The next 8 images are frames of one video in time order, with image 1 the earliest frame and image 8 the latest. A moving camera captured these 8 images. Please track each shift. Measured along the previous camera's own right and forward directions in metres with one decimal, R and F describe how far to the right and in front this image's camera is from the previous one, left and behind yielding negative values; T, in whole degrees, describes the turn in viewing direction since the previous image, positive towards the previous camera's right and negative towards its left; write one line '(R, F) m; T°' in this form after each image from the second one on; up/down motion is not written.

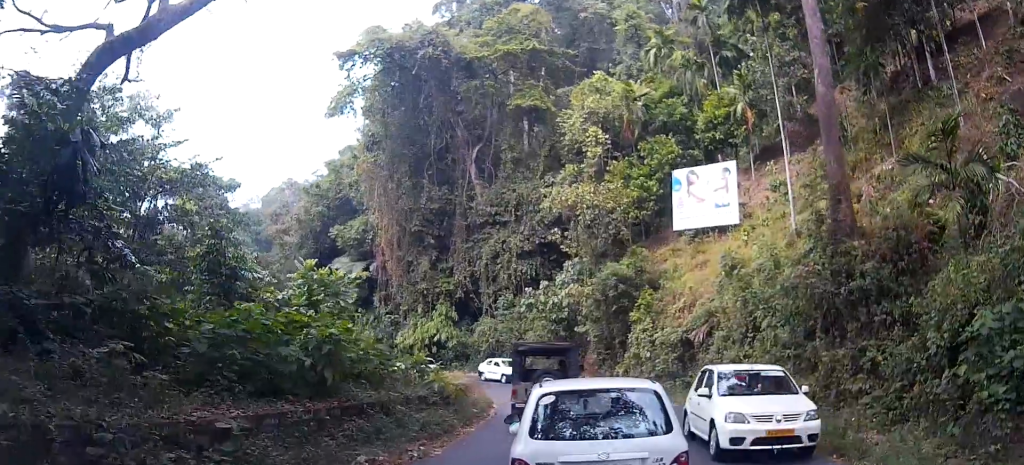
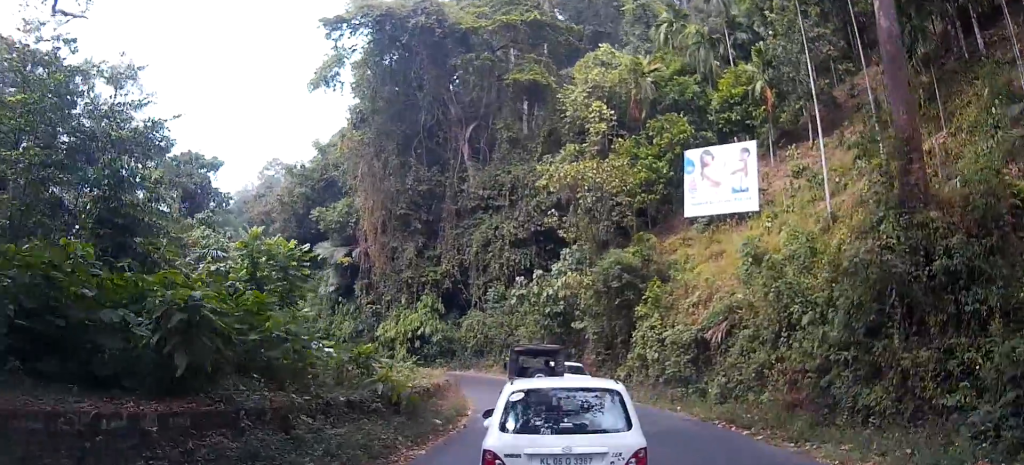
(+0.3, +4.7) m; -4°
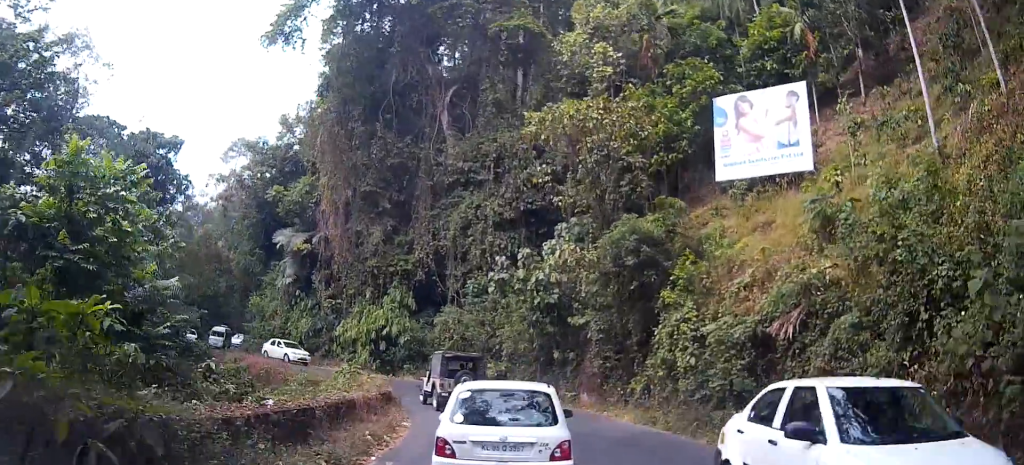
(-1.3, +7.5) m; -15°
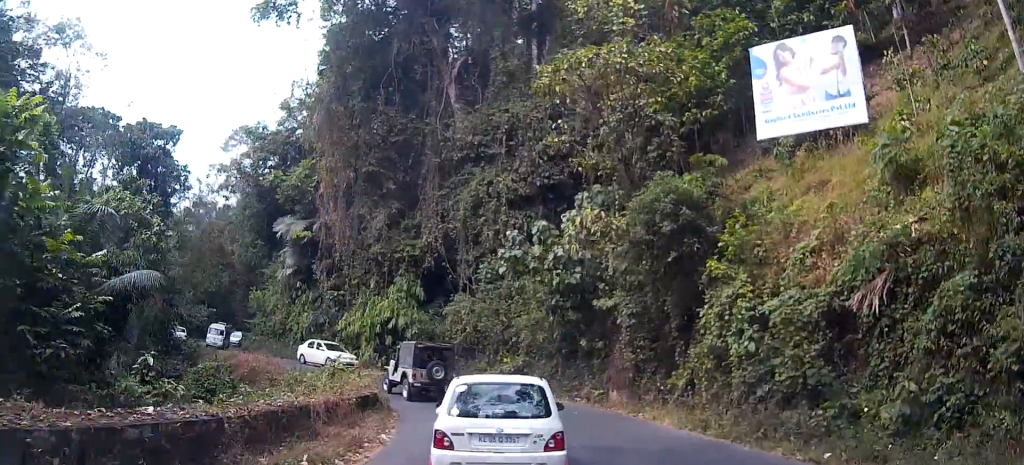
(-0.2, +3.1) m; -6°
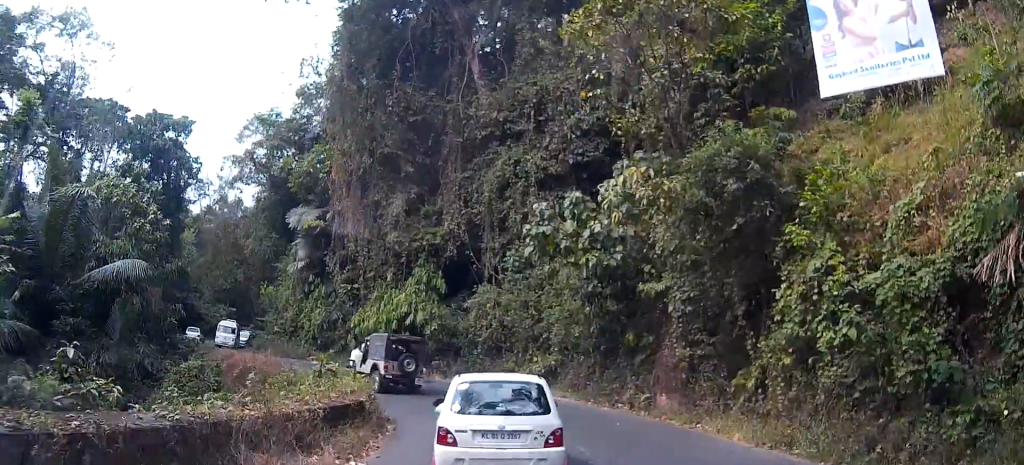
(0.0, +3.0) m; -6°
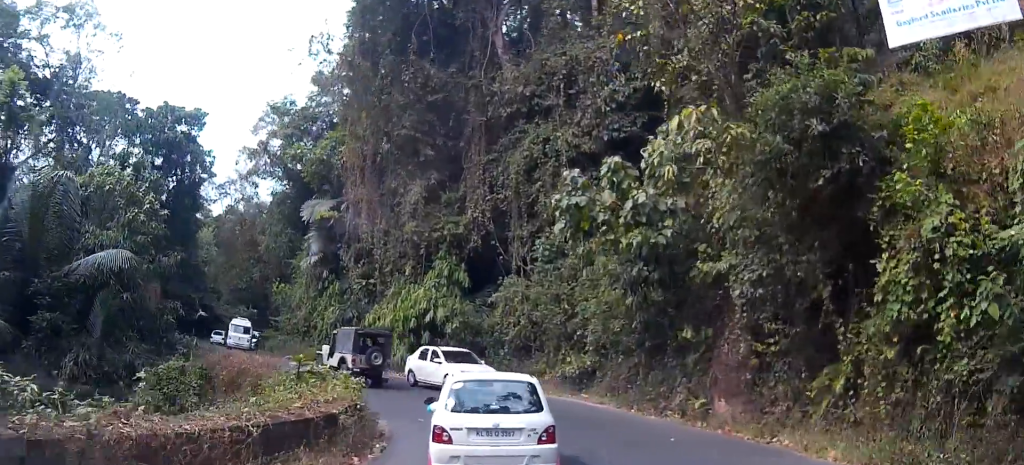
(-0.3, +3.0) m; -4°
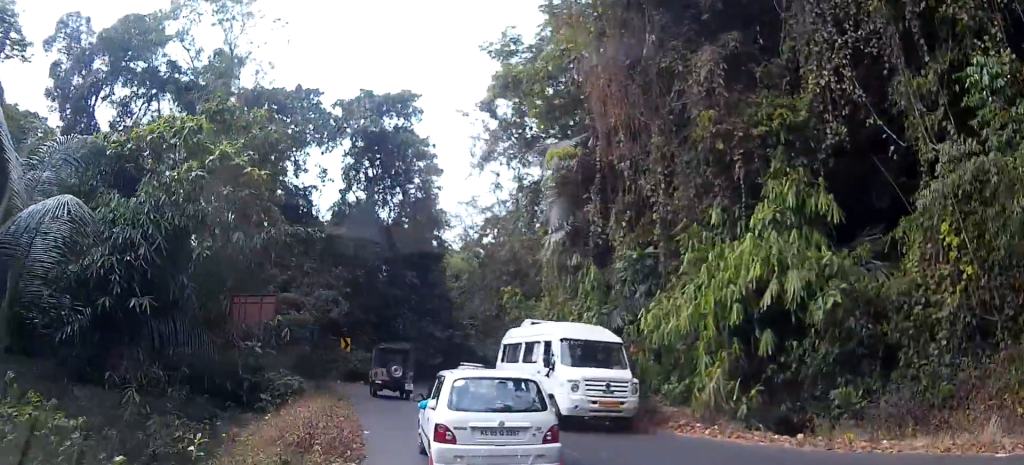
(-2.3, +15.3) m; -15°
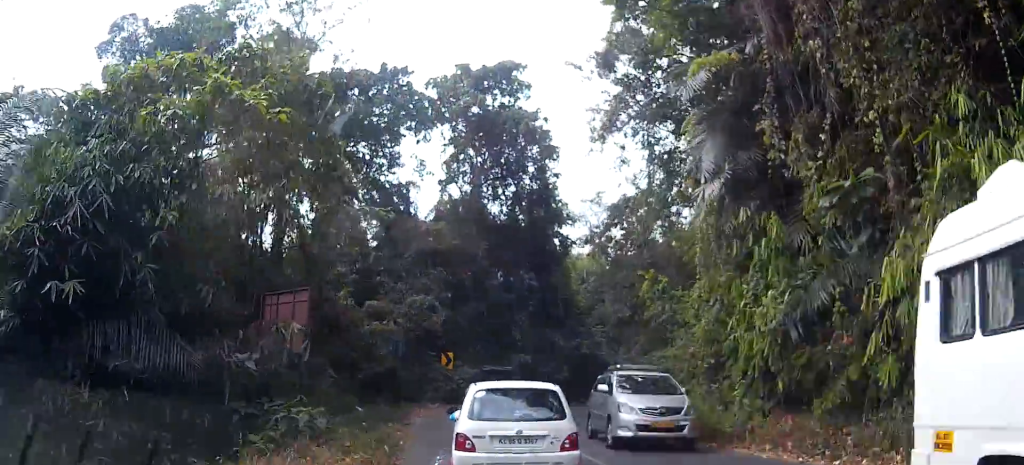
(-0.3, +6.6) m; -4°
